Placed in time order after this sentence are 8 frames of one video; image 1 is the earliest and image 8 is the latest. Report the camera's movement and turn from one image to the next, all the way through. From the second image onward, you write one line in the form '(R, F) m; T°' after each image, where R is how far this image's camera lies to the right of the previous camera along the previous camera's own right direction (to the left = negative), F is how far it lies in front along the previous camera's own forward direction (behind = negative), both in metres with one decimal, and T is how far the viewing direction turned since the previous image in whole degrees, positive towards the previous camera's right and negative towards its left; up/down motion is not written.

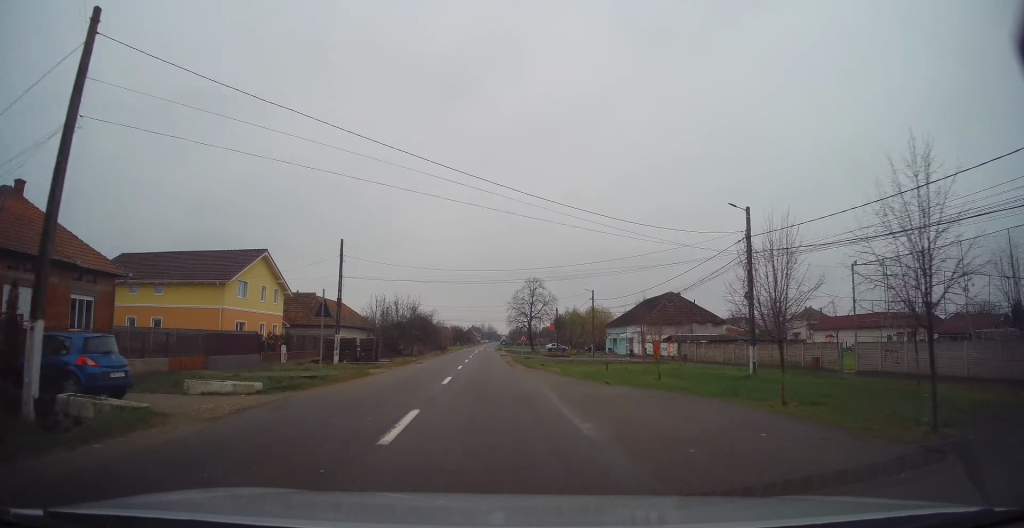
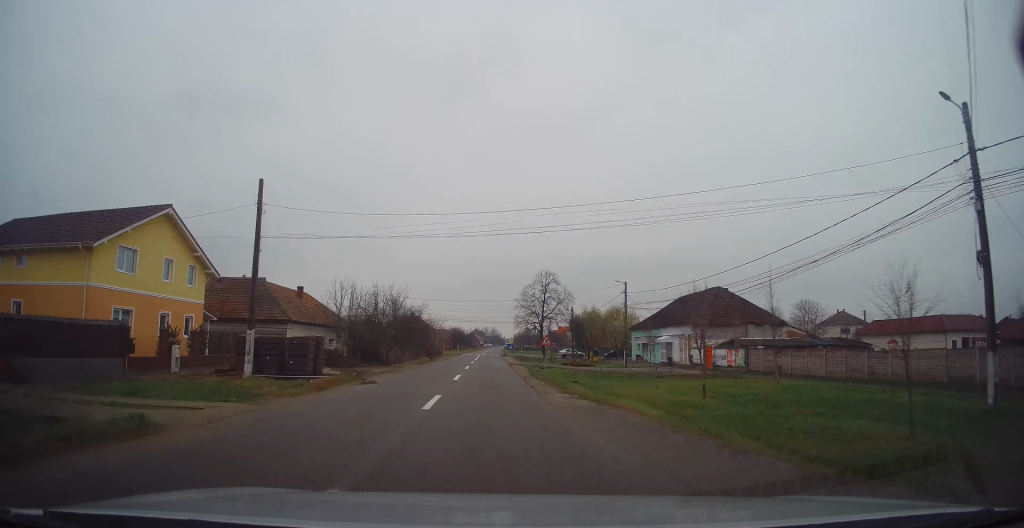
(-0.2, +13.9) m; -1°
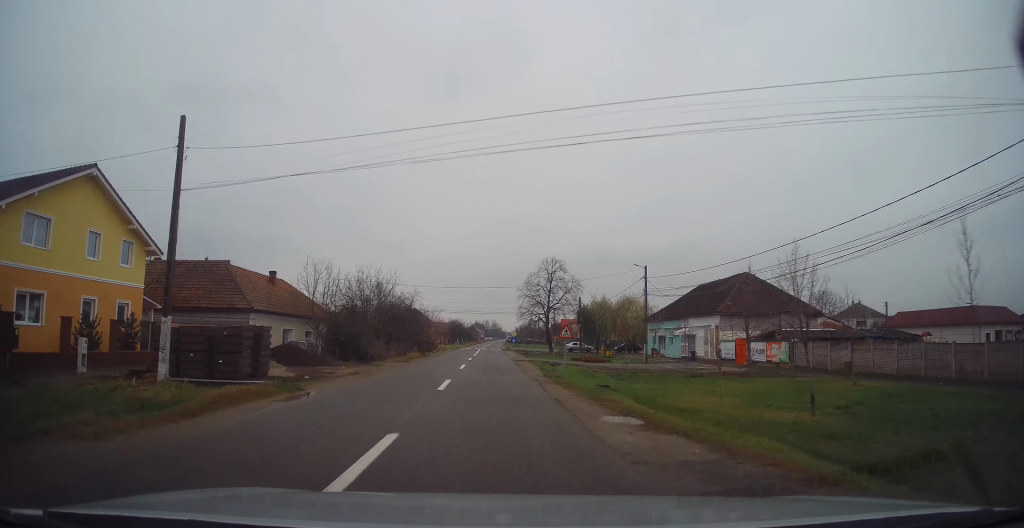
(0.0, +6.5) m; 0°
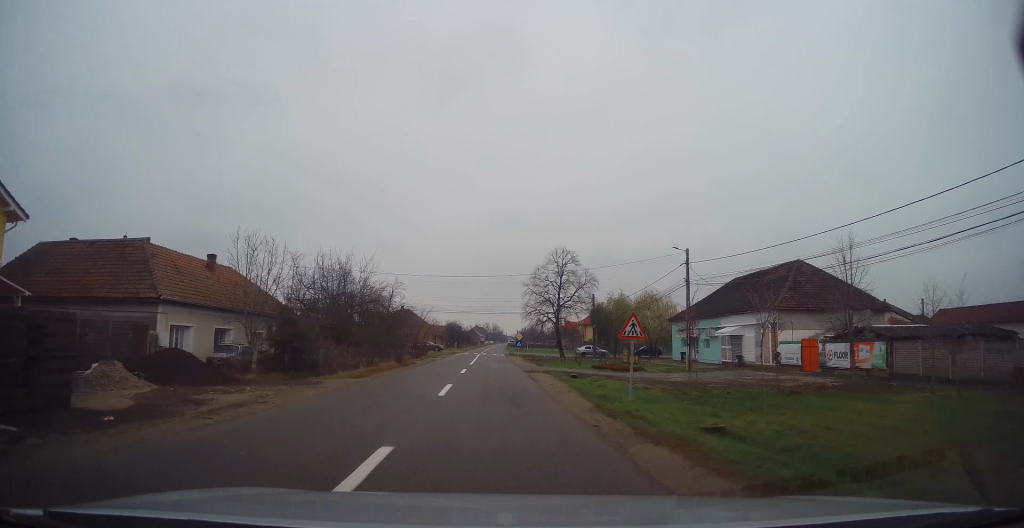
(0.0, +10.0) m; +1°
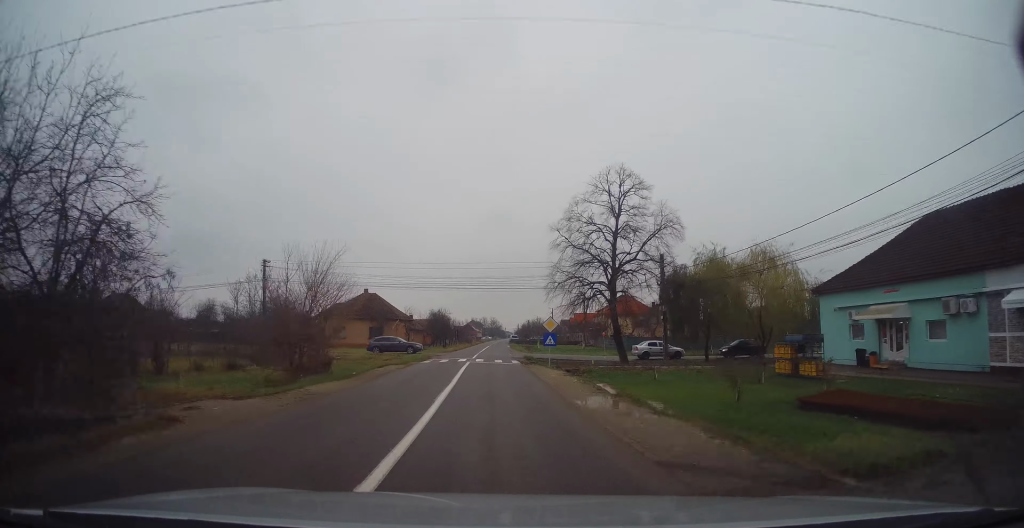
(0.0, +28.6) m; +1°
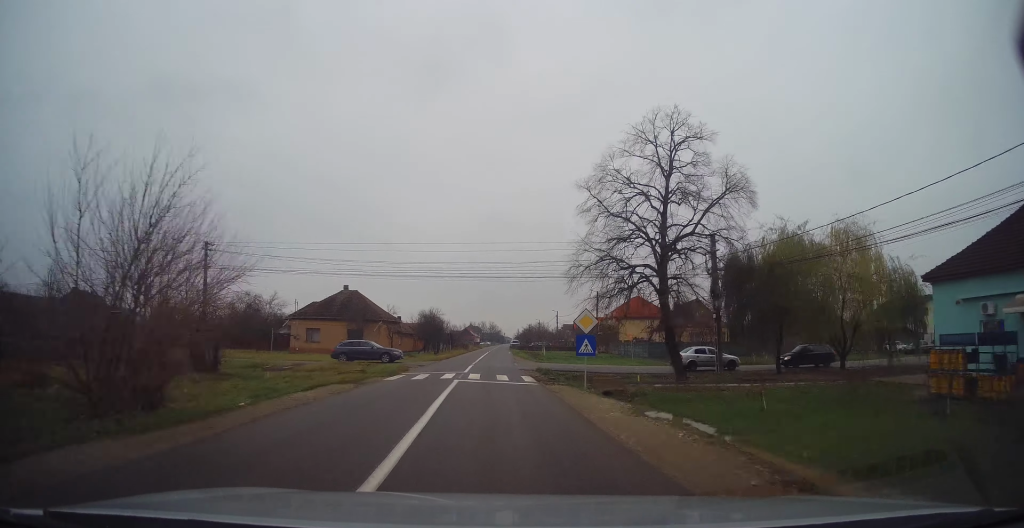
(+0.3, +9.9) m; +1°
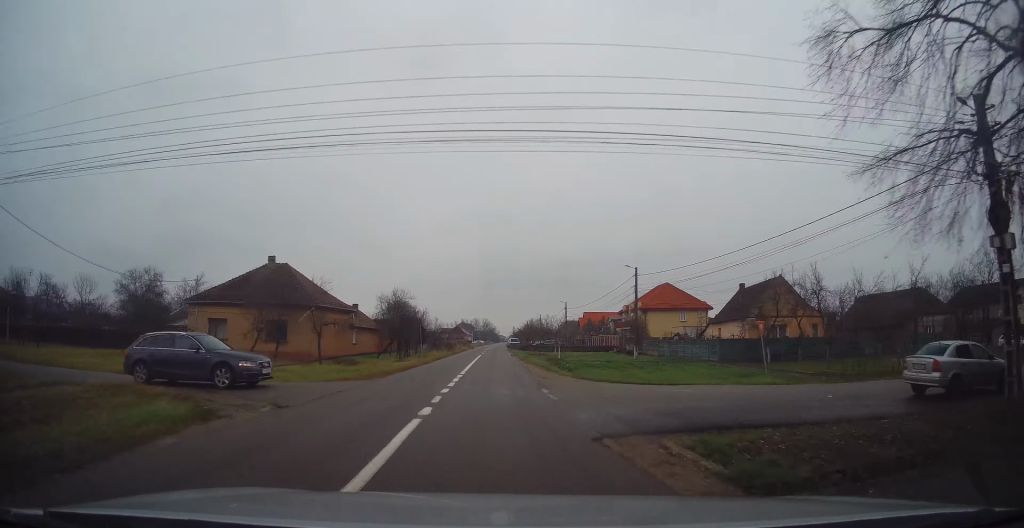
(+0.1, +21.1) m; 0°
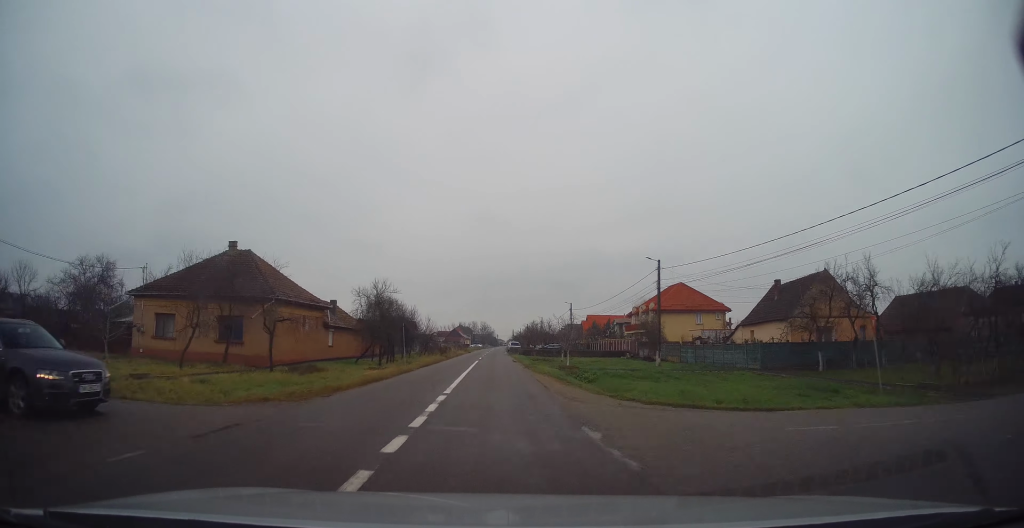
(-0.1, +7.2) m; 0°
